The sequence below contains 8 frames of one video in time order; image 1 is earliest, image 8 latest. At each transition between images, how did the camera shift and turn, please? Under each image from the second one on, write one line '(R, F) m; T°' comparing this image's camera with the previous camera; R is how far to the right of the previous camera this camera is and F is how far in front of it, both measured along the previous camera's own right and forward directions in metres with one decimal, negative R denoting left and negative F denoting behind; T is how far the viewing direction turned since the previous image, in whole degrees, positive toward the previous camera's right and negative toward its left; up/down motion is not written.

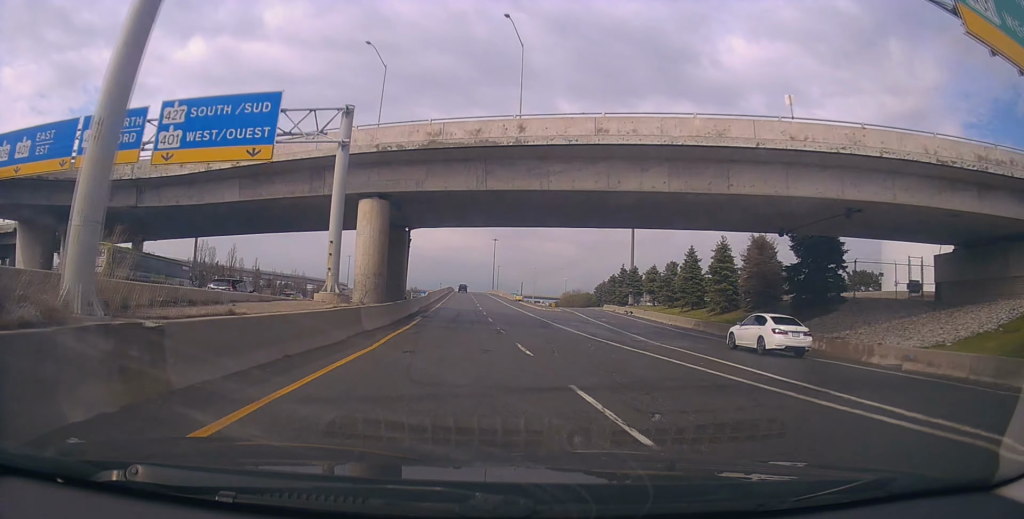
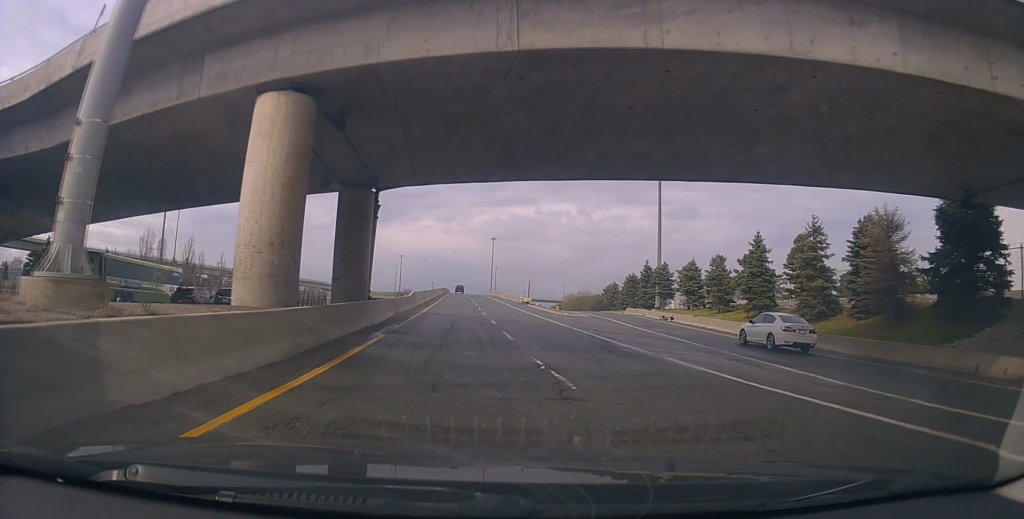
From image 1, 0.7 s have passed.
(+0.2, +13.5) m; +1°
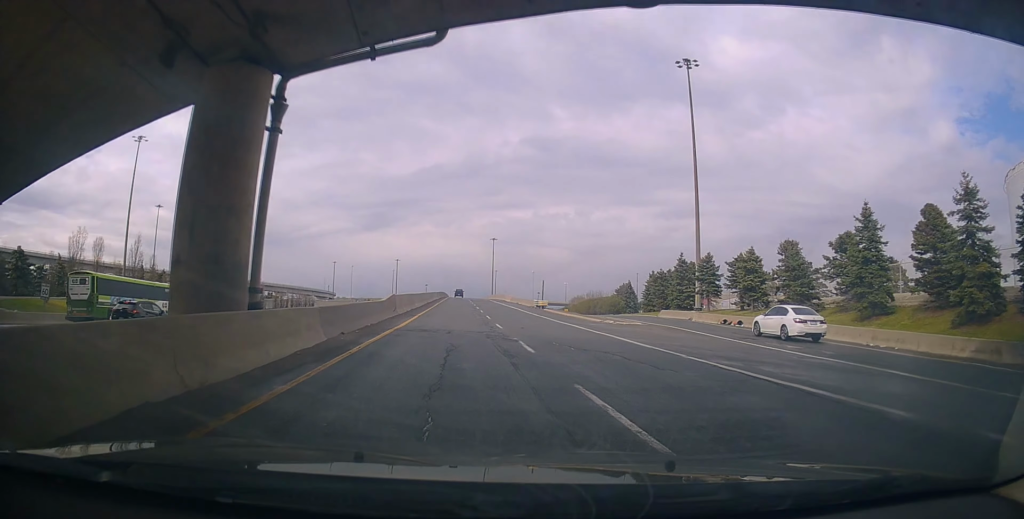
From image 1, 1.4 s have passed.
(0.0, +13.6) m; 0°
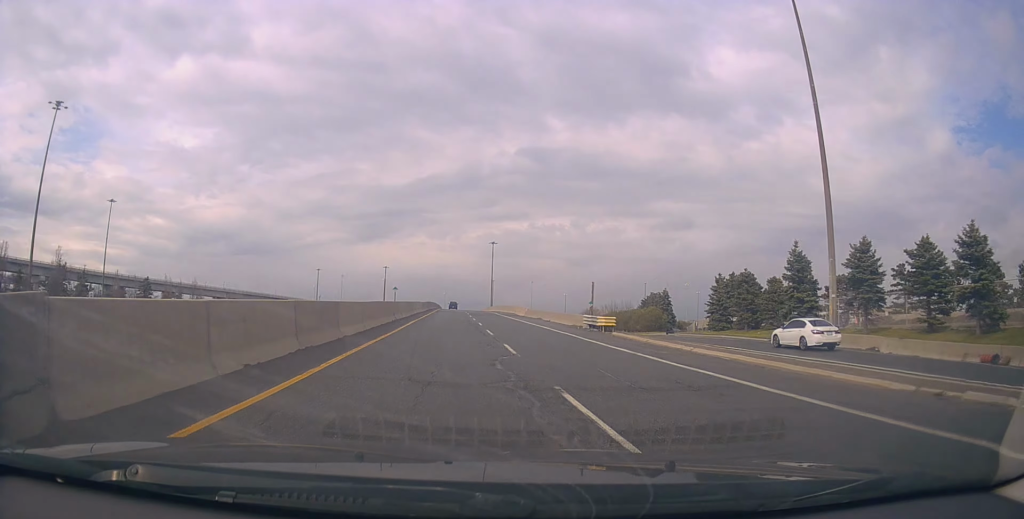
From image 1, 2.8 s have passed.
(0.0, +25.2) m; 0°
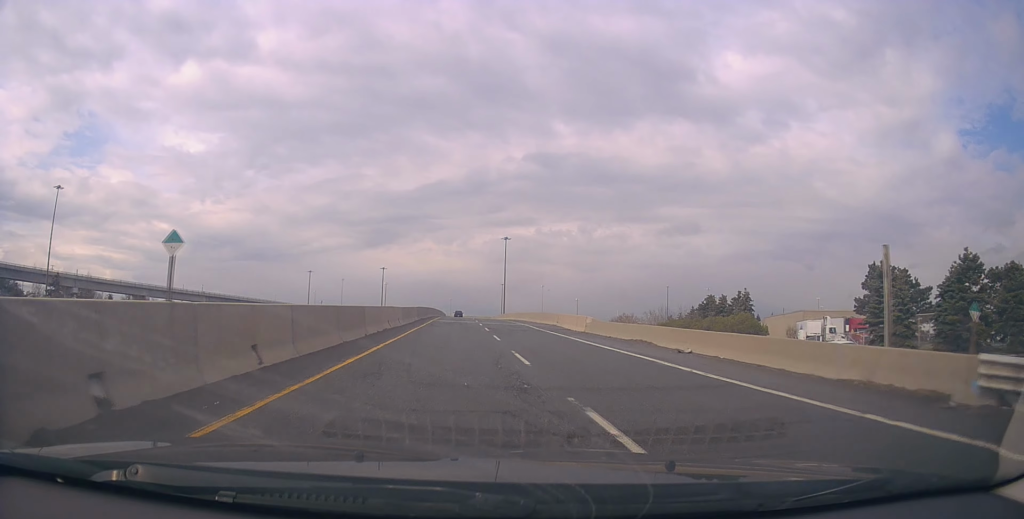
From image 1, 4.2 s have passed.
(+0.1, +27.7) m; 0°
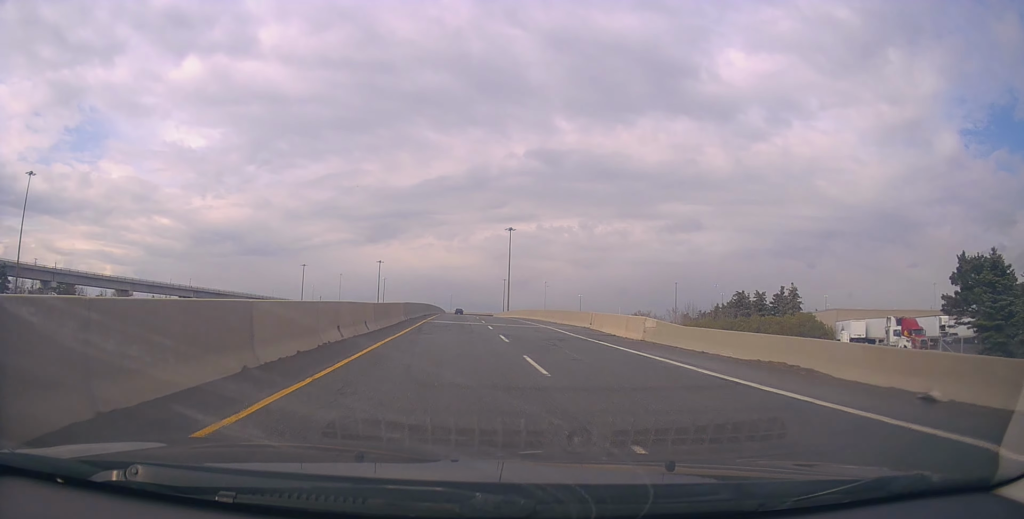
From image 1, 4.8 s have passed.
(+0.3, +11.6) m; -1°
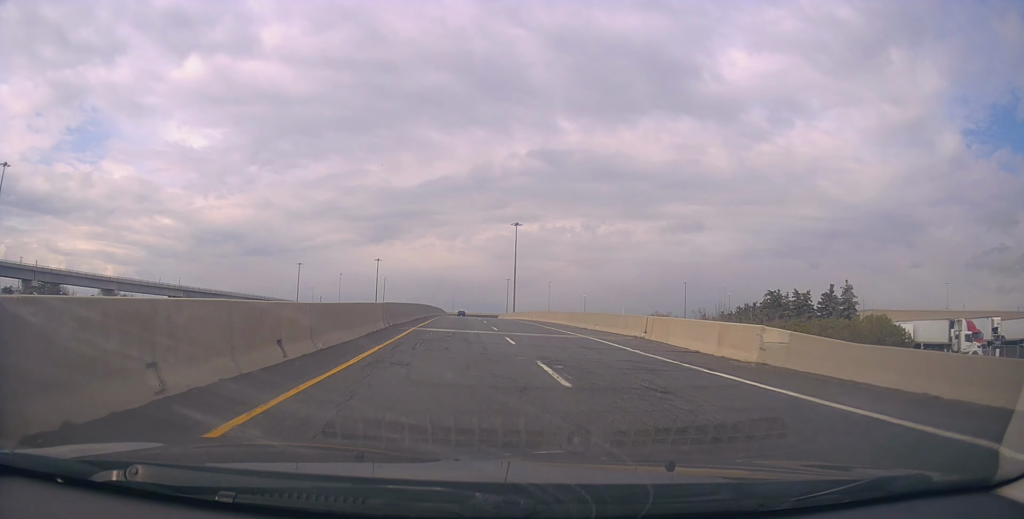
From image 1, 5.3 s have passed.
(-0.5, +10.2) m; 0°
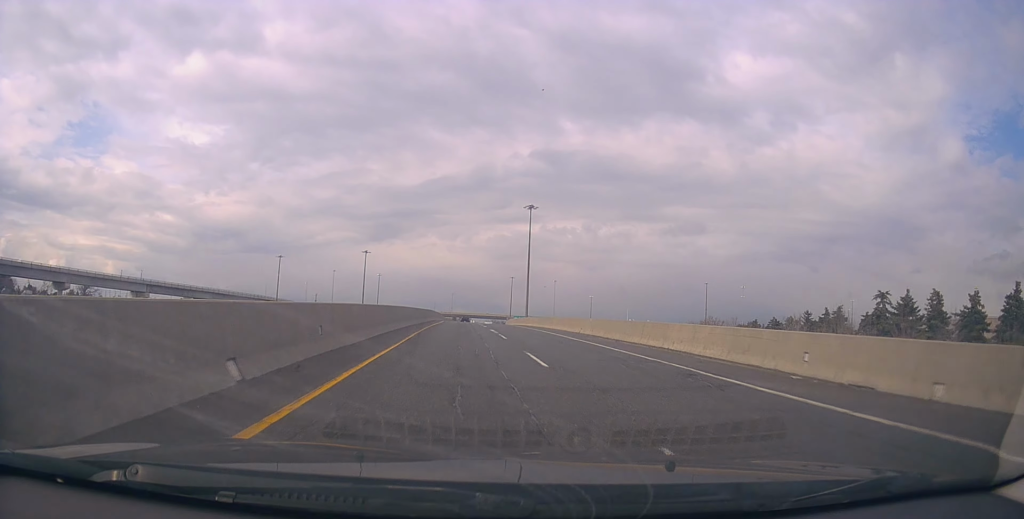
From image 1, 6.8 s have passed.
(+0.7, +27.3) m; +3°
